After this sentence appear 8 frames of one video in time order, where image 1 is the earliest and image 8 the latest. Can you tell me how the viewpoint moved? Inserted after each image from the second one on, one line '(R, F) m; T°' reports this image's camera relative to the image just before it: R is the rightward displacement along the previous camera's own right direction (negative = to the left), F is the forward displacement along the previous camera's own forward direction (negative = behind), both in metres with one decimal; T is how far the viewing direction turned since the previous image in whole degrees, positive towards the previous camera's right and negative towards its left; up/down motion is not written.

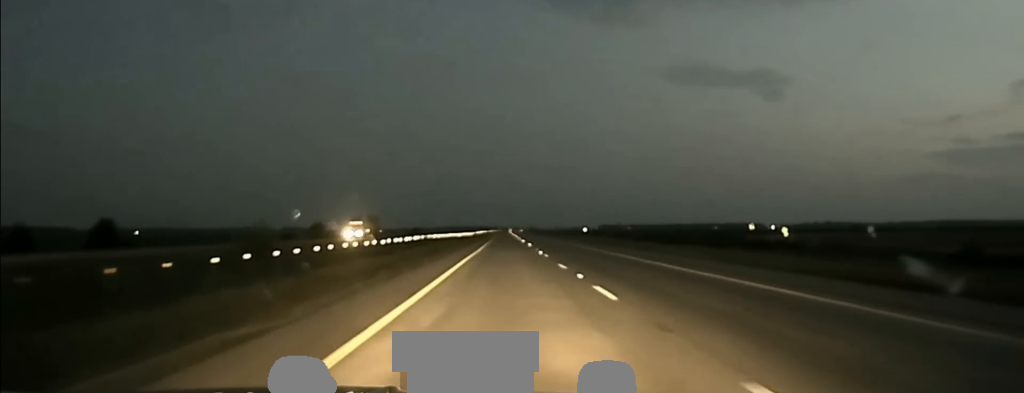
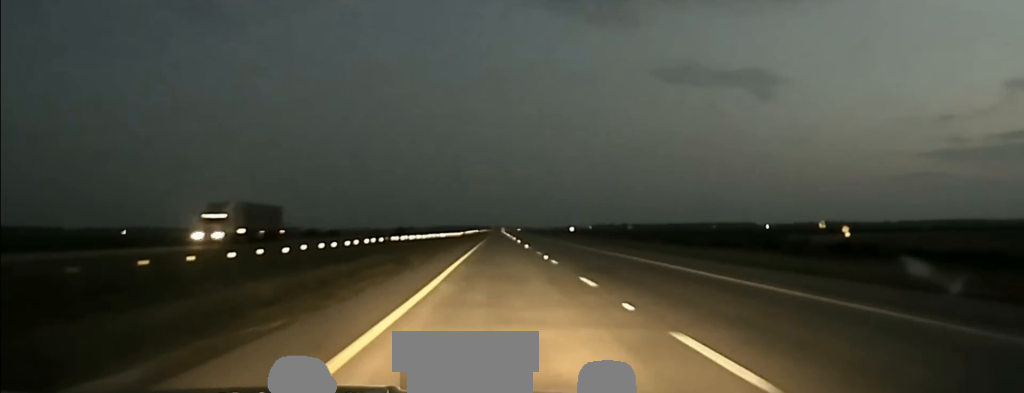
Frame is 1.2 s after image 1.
(+0.1, +31.3) m; +1°
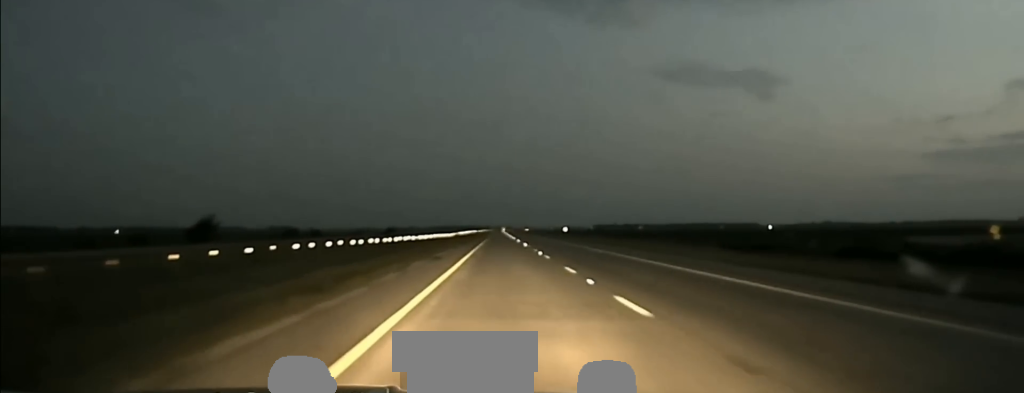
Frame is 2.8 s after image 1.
(0.0, +44.2) m; 0°
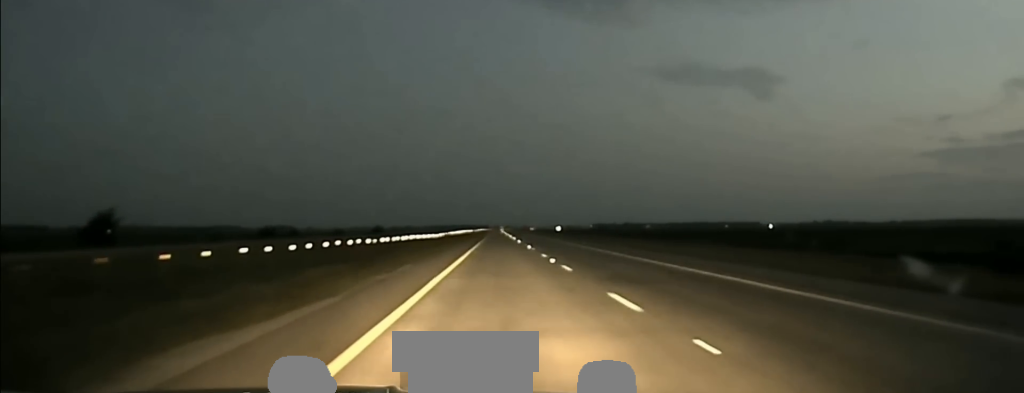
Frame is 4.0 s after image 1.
(+0.1, +38.9) m; 0°
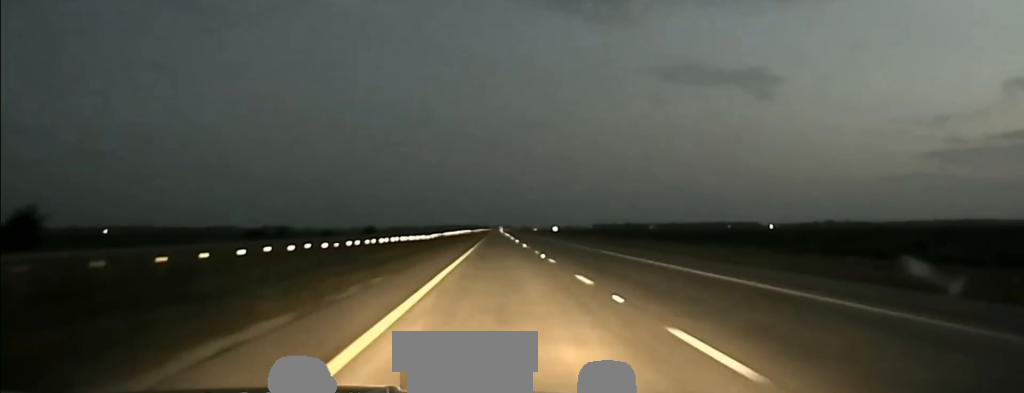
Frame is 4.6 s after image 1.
(0.0, +18.0) m; 0°
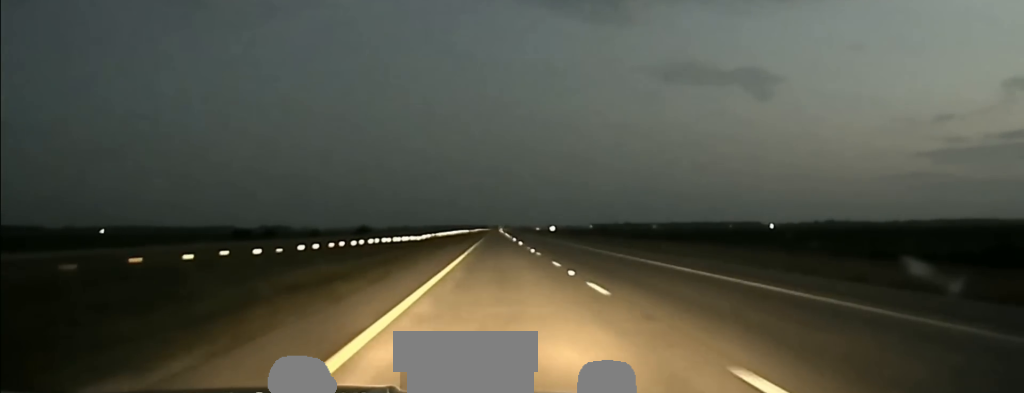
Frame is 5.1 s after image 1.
(0.0, +13.7) m; 0°
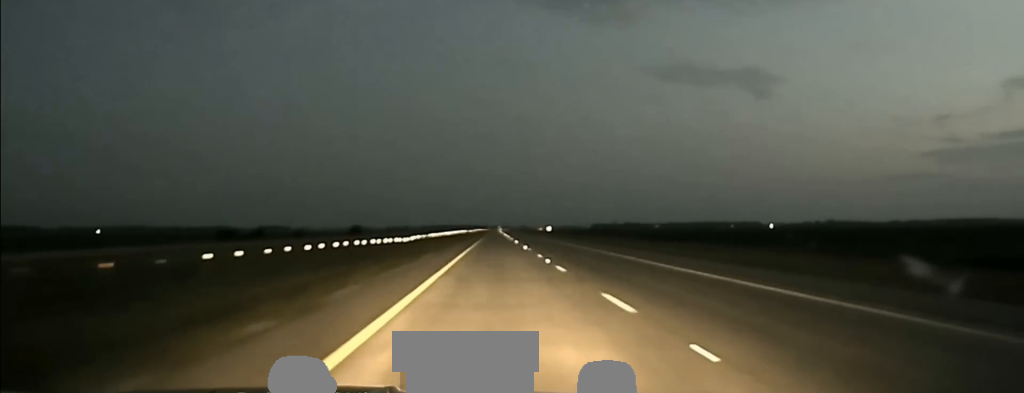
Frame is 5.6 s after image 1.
(-0.1, +14.4) m; 0°
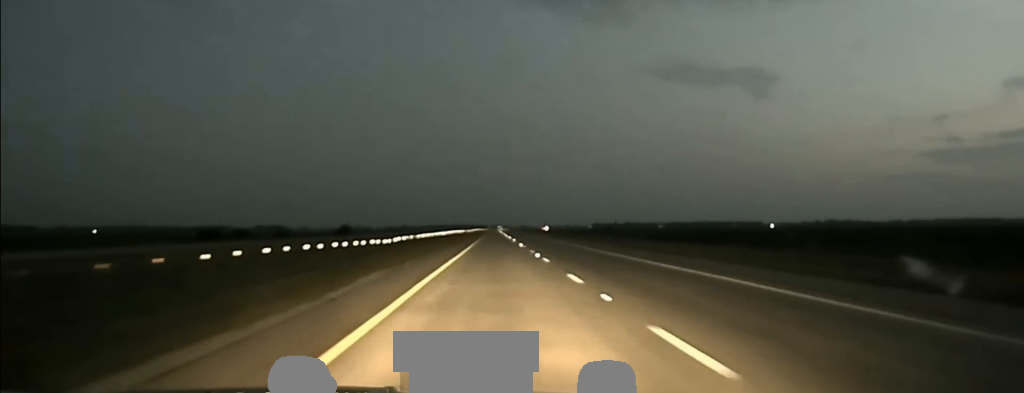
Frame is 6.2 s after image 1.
(-0.1, +16.5) m; 0°
